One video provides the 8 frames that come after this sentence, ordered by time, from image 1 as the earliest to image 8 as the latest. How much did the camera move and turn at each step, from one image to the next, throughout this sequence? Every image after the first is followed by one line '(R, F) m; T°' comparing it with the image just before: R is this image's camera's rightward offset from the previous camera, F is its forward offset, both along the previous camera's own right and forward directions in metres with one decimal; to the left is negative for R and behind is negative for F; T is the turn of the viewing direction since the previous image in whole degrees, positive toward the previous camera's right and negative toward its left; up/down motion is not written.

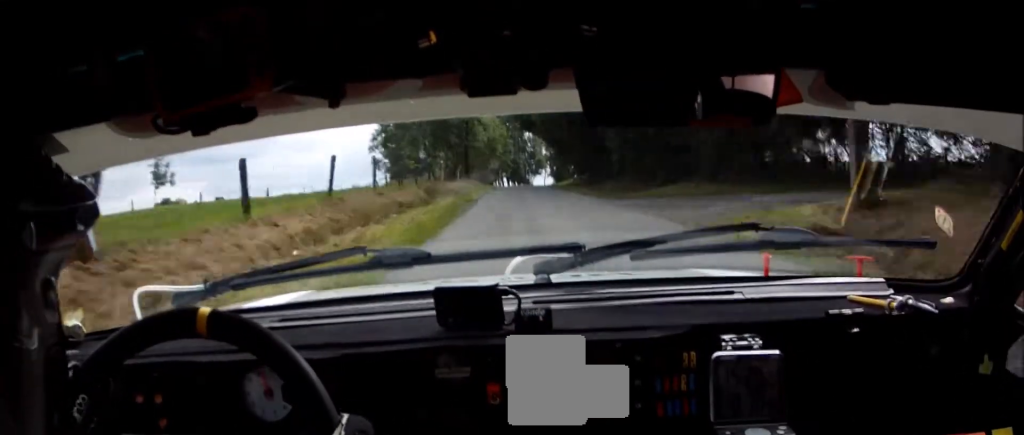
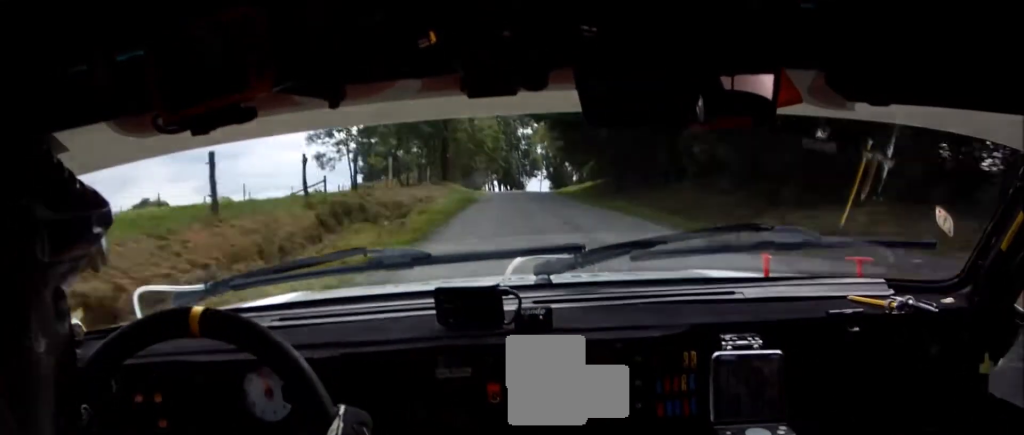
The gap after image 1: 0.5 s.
(0.0, +19.0) m; 0°
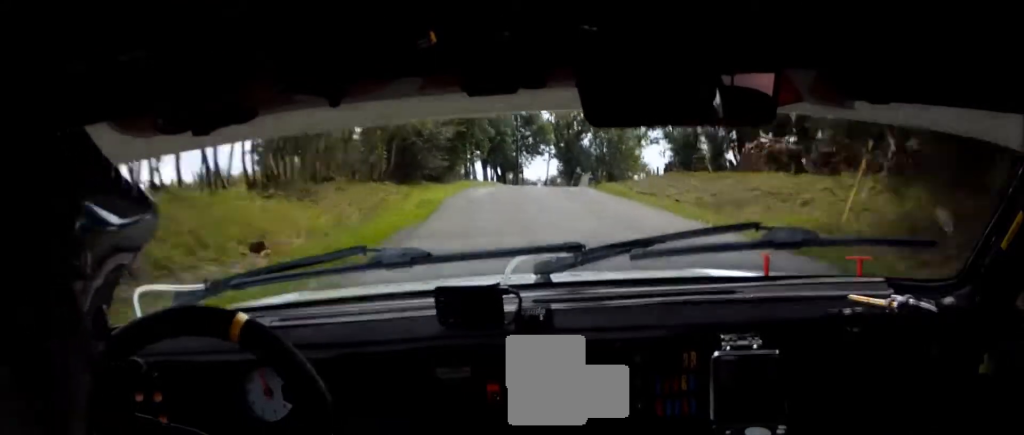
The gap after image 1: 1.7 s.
(+0.3, +47.9) m; +2°
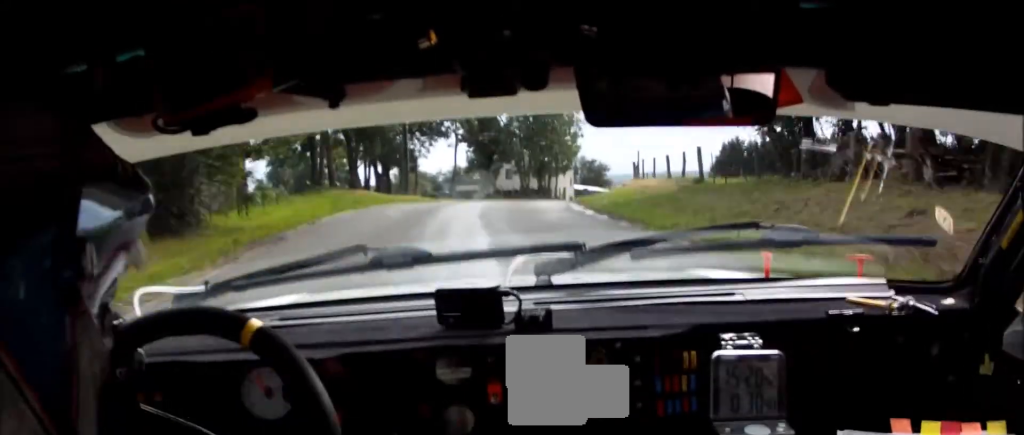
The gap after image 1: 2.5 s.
(+0.8, +32.2) m; +4°
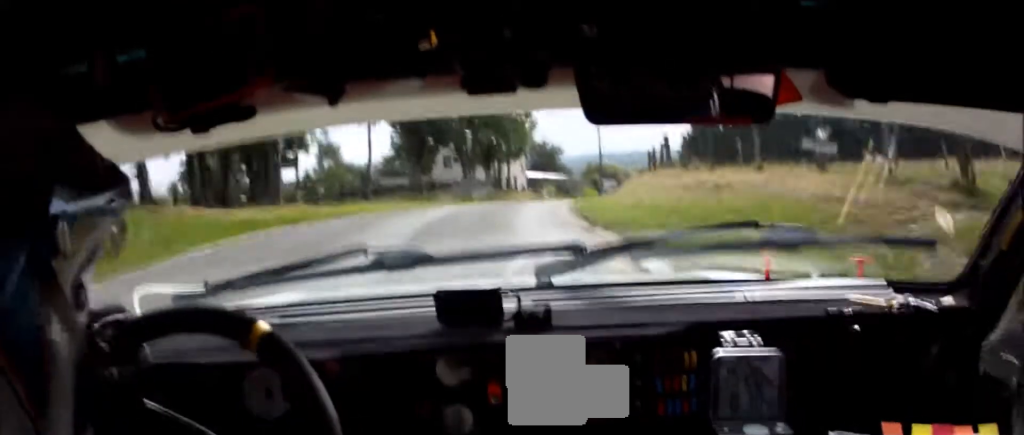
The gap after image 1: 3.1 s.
(+0.4, +19.0) m; +4°
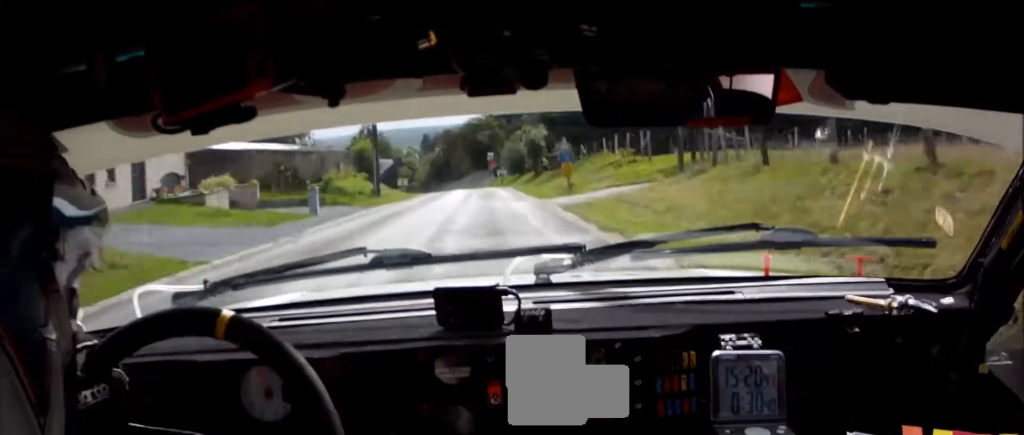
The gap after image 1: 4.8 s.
(+7.9, +58.8) m; +15°
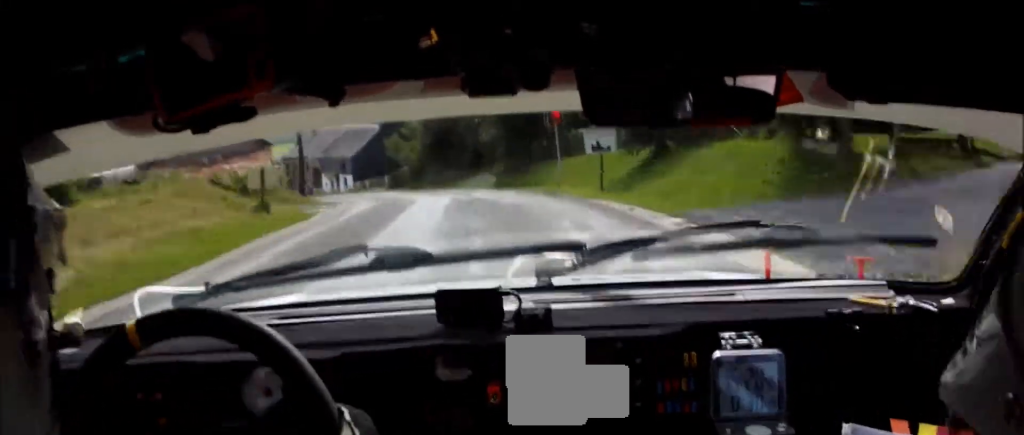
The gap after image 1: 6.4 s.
(+2.1, +53.2) m; -2°
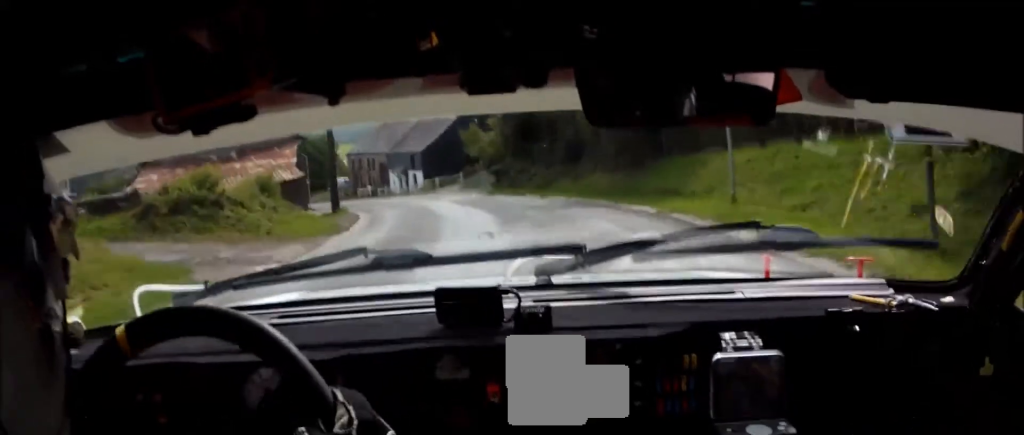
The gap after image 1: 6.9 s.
(+0.4, +15.4) m; -4°
